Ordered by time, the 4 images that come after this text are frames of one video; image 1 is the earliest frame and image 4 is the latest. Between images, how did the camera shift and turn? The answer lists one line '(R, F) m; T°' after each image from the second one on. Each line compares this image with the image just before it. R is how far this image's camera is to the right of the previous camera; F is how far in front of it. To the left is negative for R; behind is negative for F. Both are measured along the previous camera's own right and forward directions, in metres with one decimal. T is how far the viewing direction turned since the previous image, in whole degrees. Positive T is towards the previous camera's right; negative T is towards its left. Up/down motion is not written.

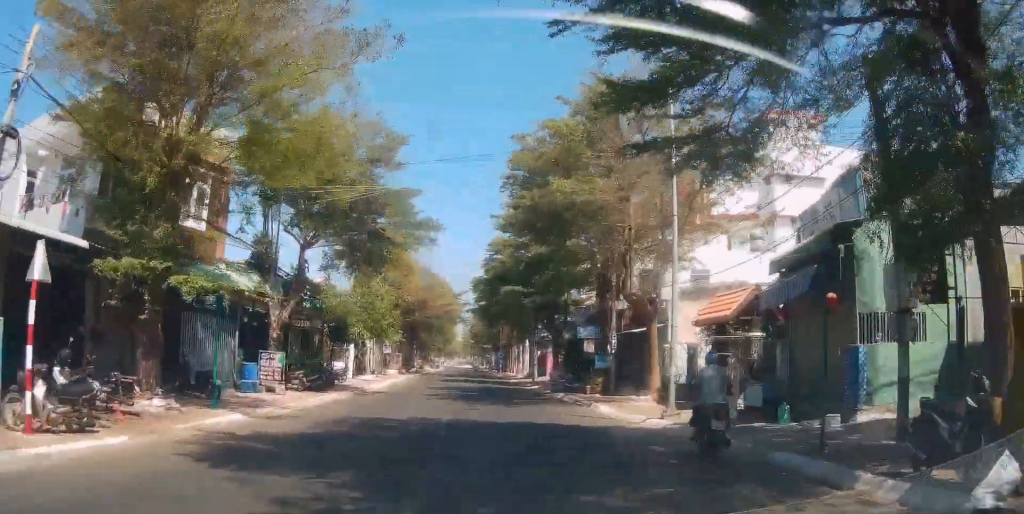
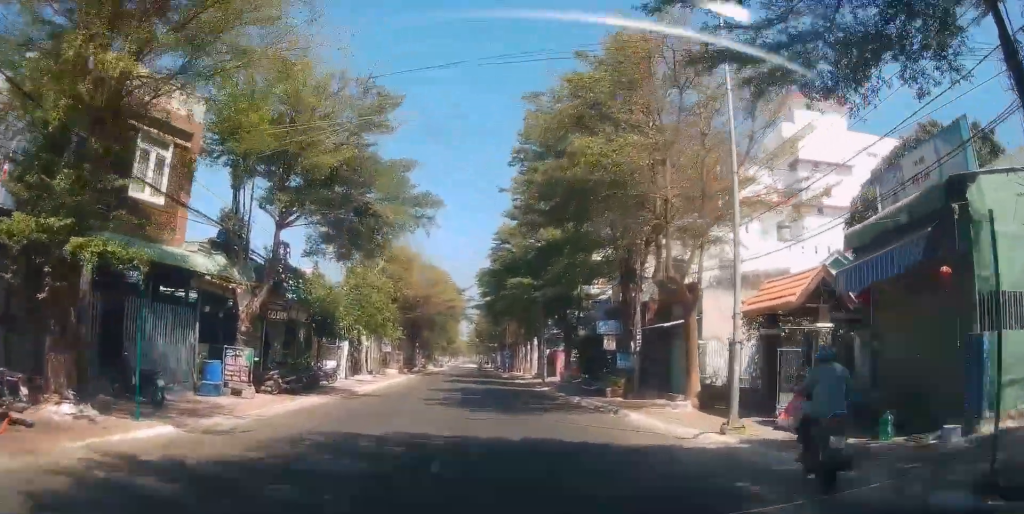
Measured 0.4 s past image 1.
(+0.3, +3.3) m; +1°
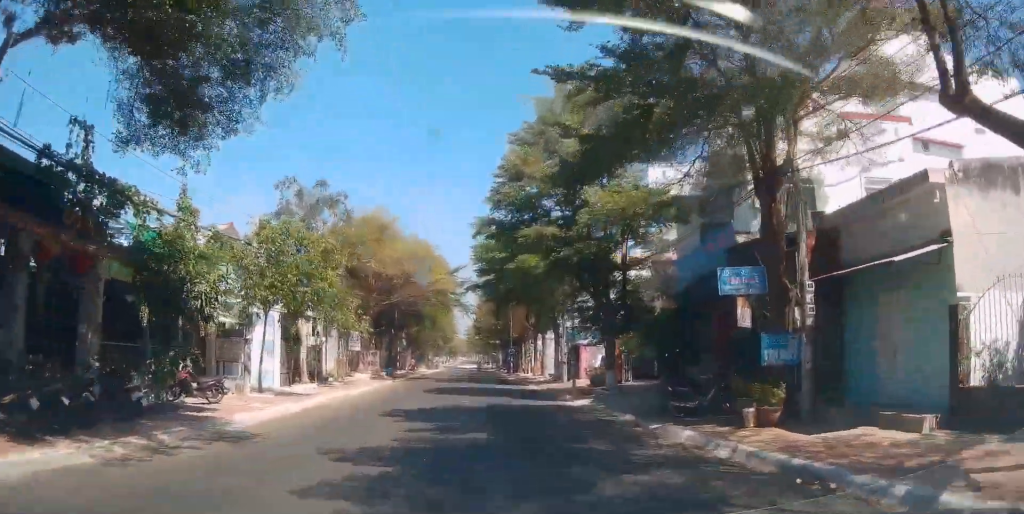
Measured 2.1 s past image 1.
(-0.1, +12.3) m; -4°
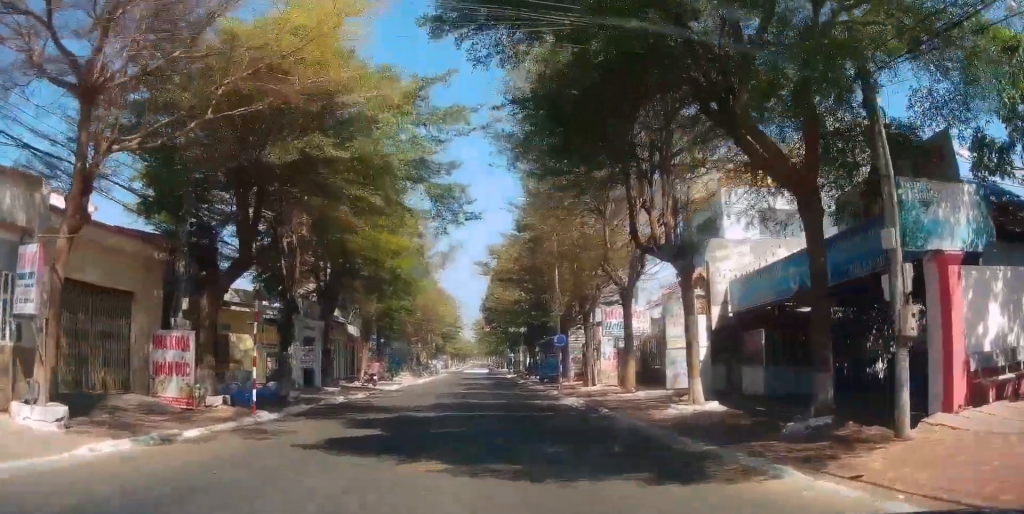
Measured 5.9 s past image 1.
(+0.2, +35.8) m; -3°
